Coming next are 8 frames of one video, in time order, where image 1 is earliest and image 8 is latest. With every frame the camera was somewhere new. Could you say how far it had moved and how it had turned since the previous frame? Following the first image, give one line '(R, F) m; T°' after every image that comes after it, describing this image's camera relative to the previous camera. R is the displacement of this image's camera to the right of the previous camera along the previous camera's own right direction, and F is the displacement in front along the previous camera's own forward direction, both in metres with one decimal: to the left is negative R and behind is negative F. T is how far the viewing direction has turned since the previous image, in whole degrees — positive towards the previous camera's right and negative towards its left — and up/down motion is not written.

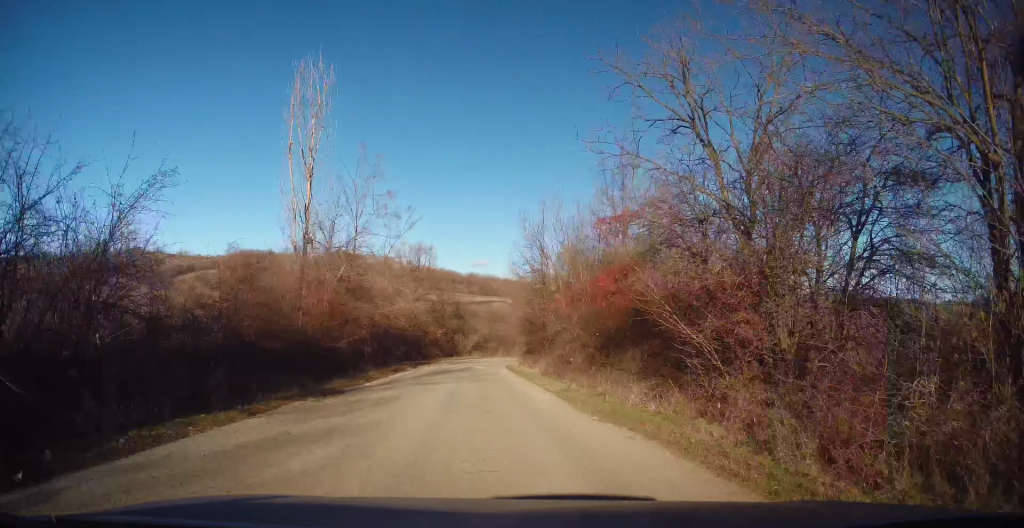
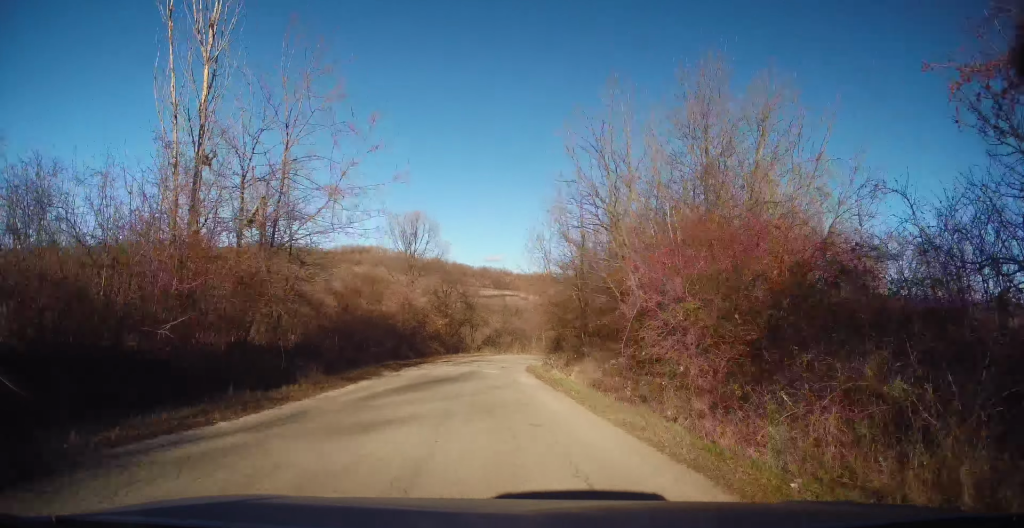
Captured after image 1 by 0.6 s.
(-0.3, +9.8) m; -2°
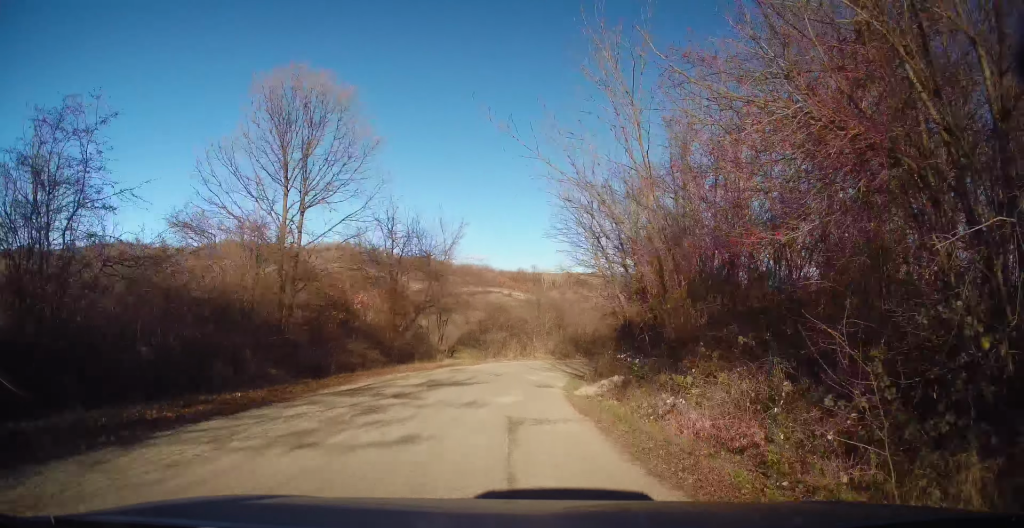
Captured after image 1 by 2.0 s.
(-0.1, +20.0) m; +1°
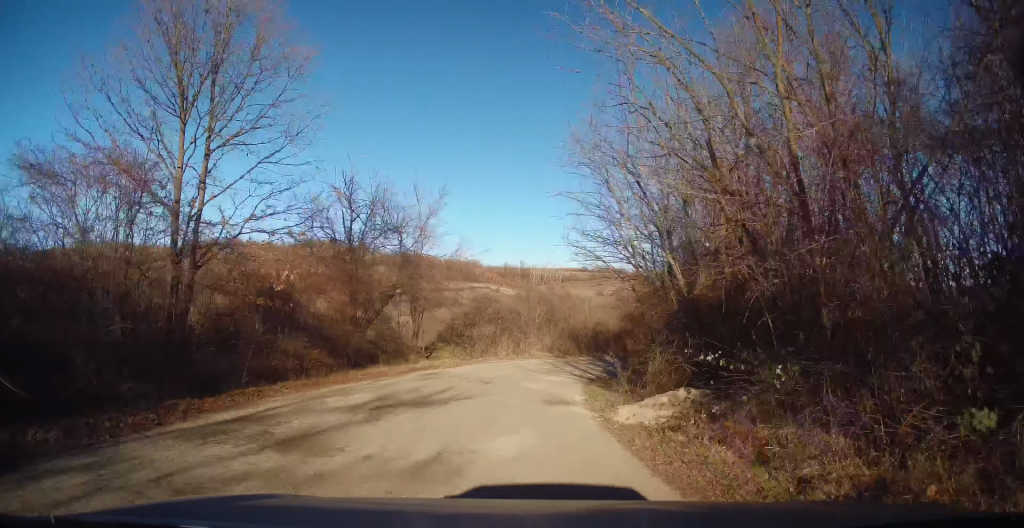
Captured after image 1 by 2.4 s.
(+0.2, +5.8) m; +1°
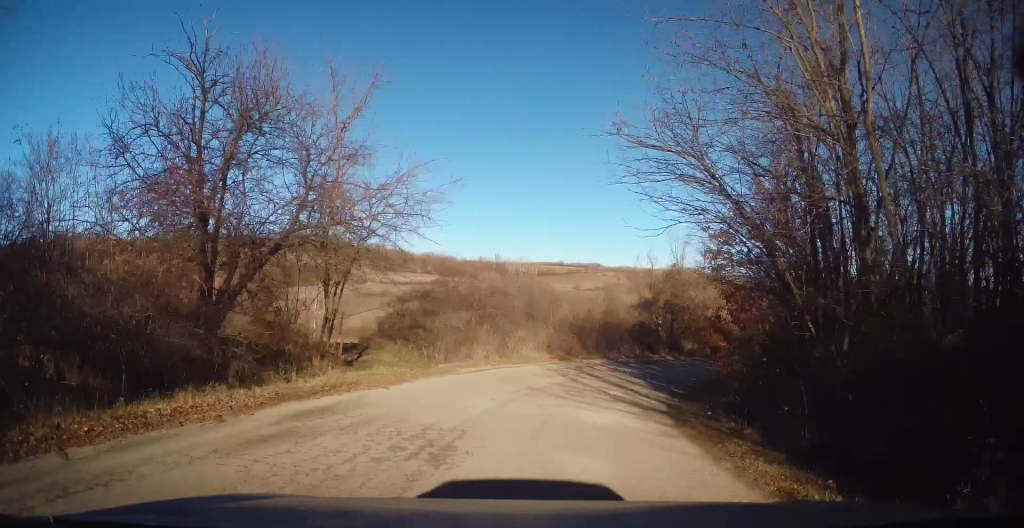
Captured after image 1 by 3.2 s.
(-0.2, +10.7) m; +3°
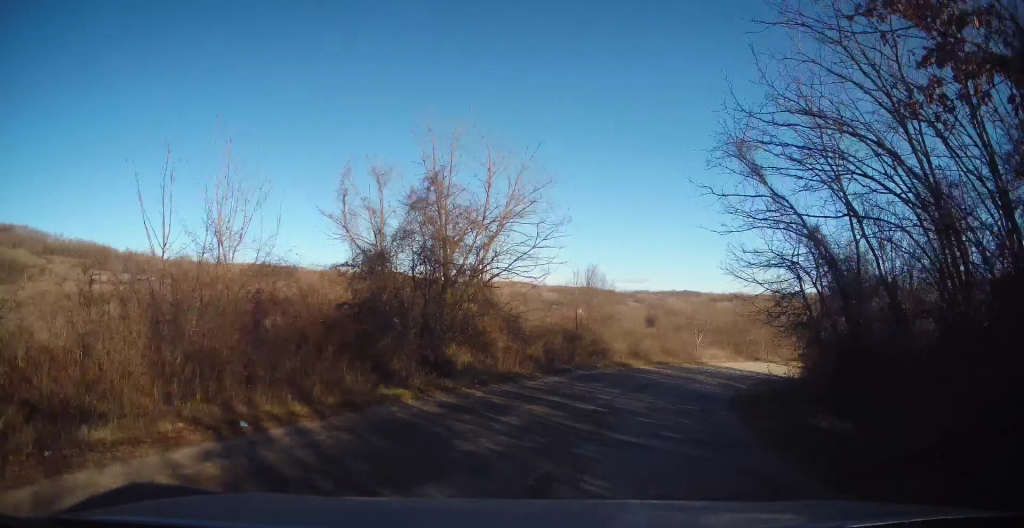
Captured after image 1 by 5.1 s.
(+4.7, +21.3) m; +30°
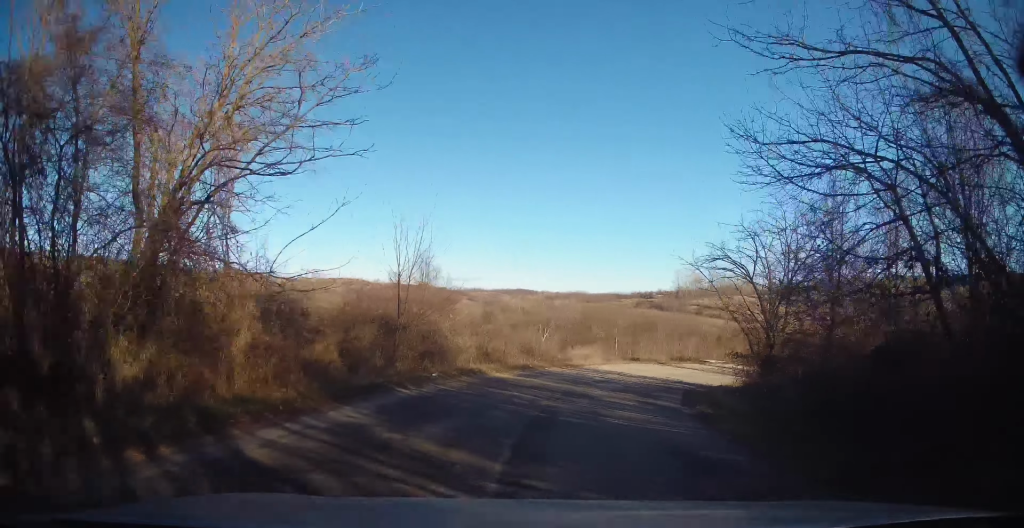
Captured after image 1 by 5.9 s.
(+1.4, +9.2) m; +17°
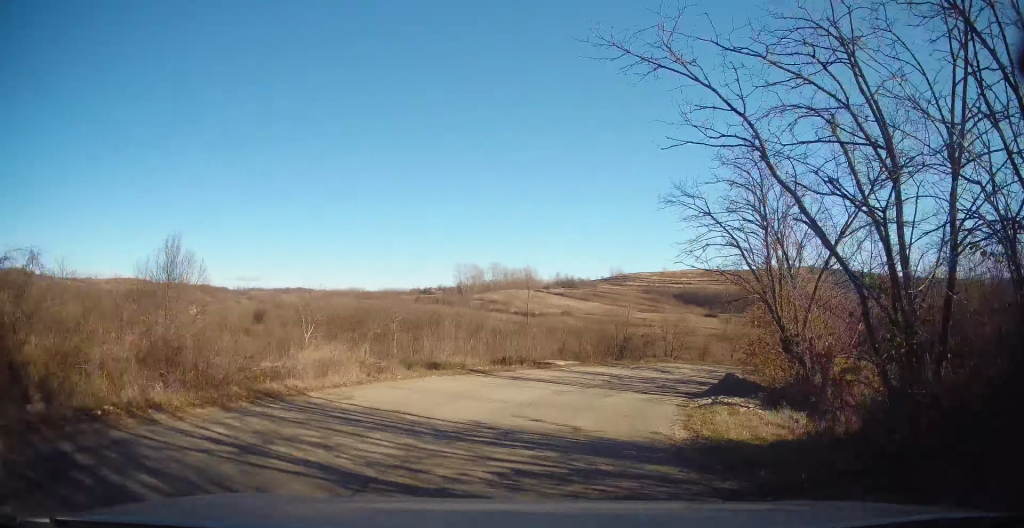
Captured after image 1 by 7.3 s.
(+3.1, +14.6) m; +25°
